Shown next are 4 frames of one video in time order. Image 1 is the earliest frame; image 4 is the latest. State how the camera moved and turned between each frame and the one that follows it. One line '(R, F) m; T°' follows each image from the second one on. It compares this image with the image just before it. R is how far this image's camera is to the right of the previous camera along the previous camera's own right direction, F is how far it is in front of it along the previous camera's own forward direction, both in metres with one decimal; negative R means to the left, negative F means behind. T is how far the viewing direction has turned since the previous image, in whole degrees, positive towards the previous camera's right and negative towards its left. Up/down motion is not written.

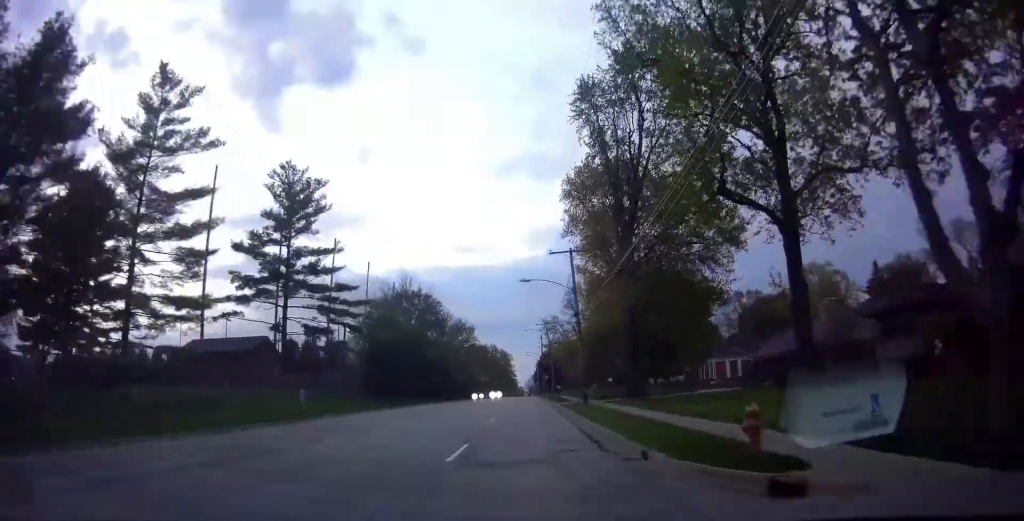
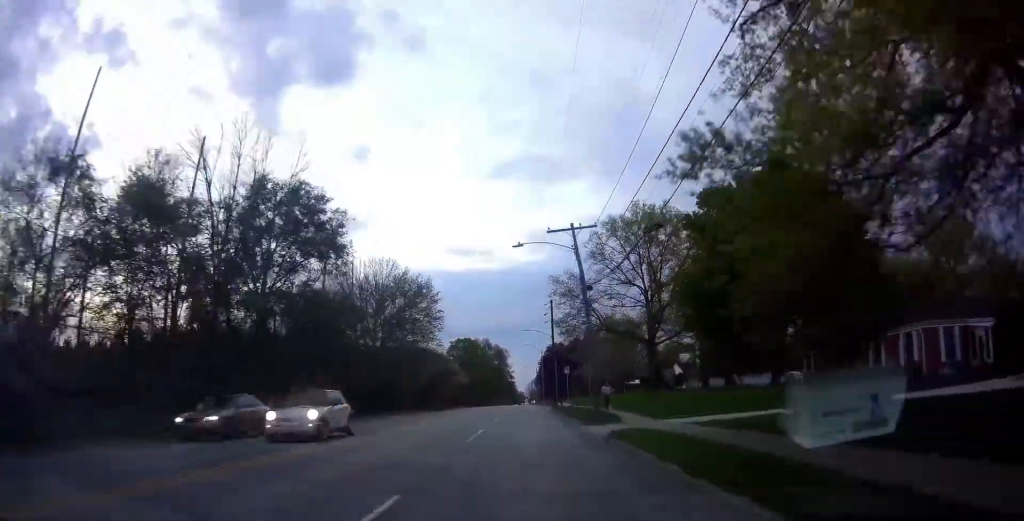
(+3.6, +42.4) m; +4°
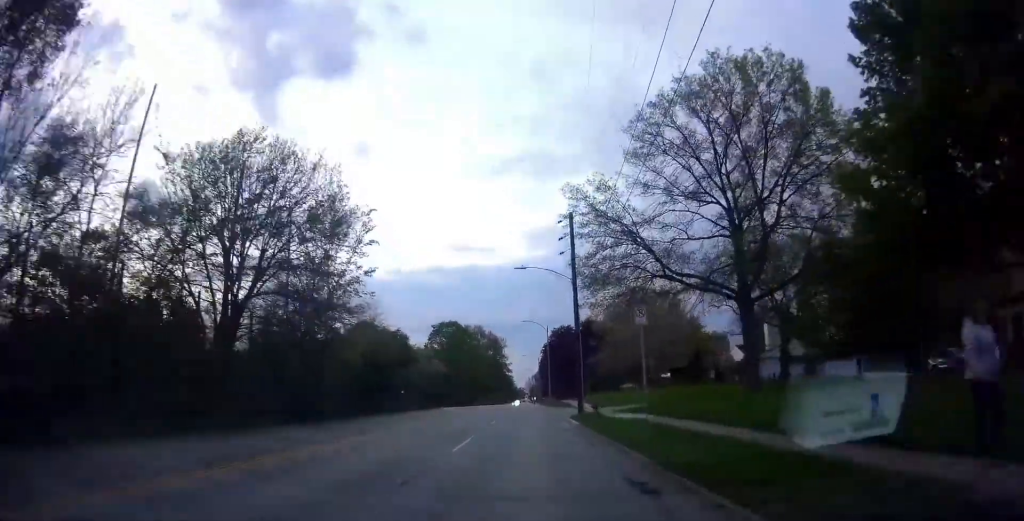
(-0.8, +26.9) m; -4°
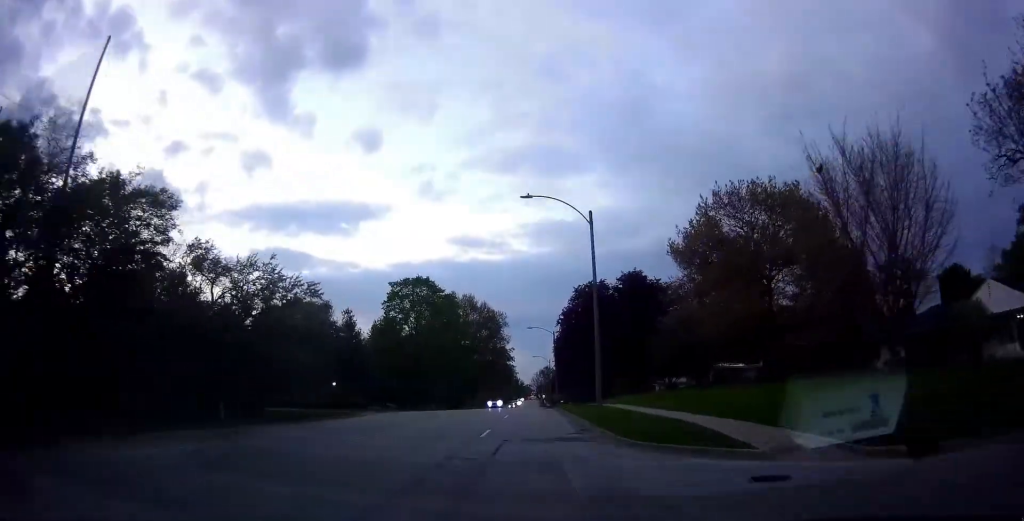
(+0.2, +42.4) m; +3°
